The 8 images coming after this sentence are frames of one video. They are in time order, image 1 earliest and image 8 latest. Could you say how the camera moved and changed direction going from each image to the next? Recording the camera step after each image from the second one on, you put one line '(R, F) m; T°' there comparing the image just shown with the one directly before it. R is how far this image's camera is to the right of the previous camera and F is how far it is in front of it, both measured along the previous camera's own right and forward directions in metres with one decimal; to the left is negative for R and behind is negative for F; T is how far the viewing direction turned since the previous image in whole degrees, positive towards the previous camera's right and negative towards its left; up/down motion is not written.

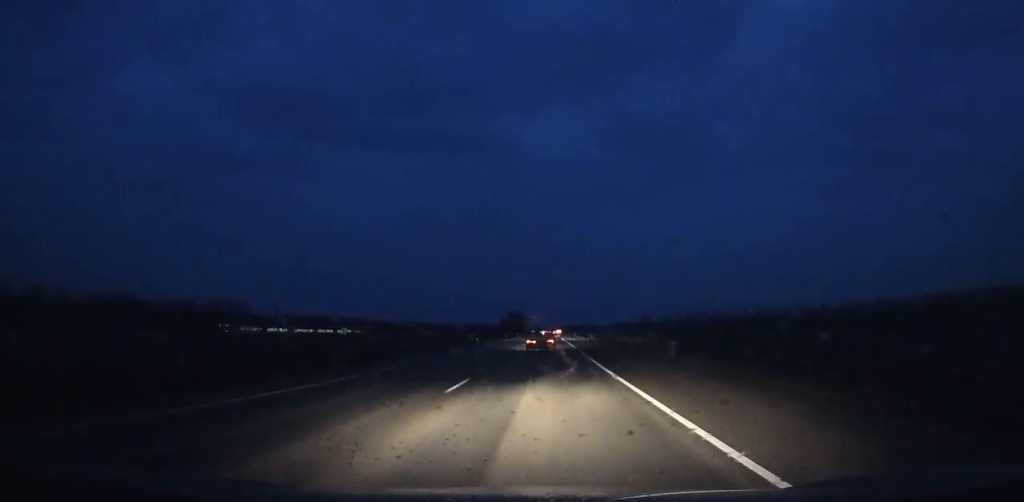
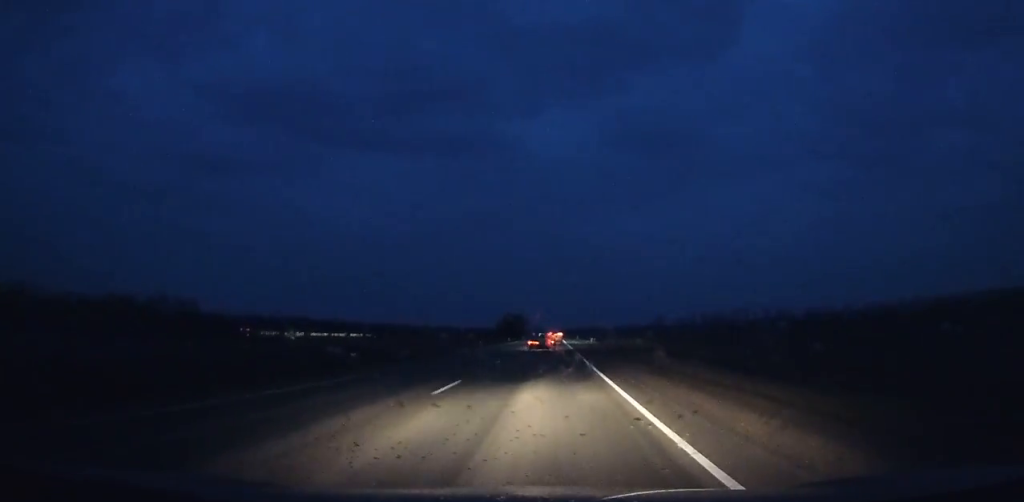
(-0.1, +48.7) m; 0°
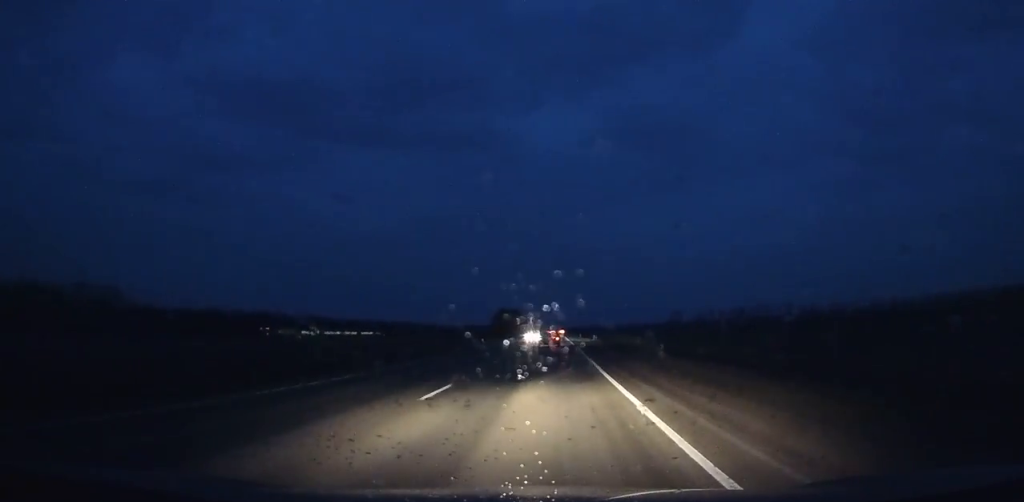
(-0.1, +51.6) m; 0°
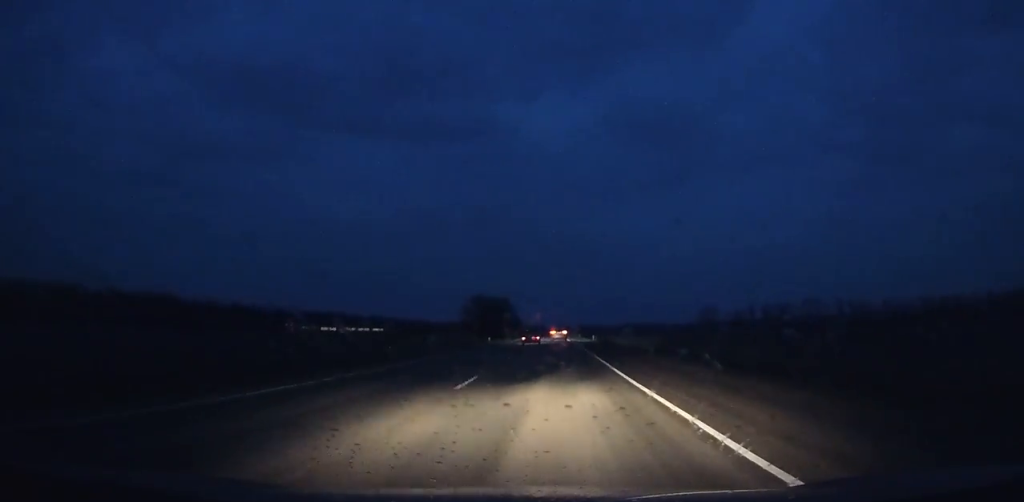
(-0.1, +95.5) m; 0°
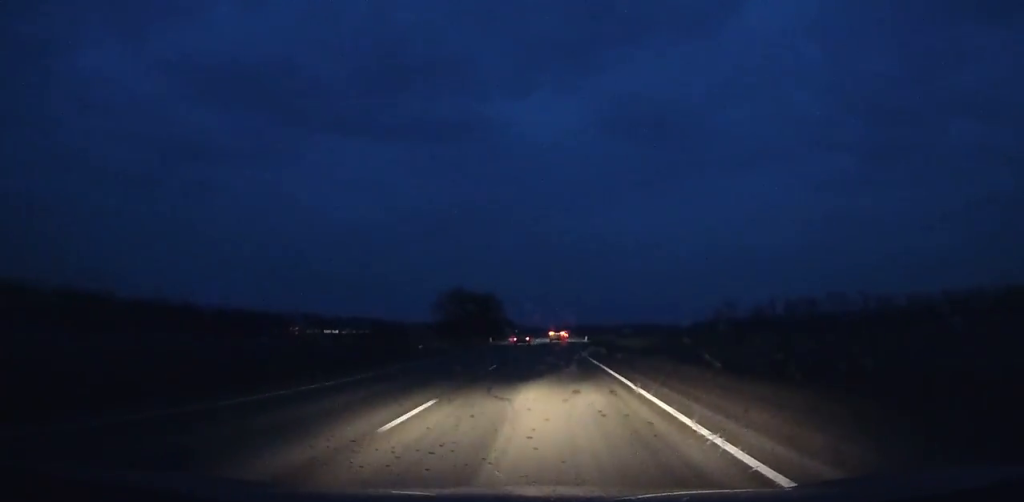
(+0.2, +40.9) m; 0°
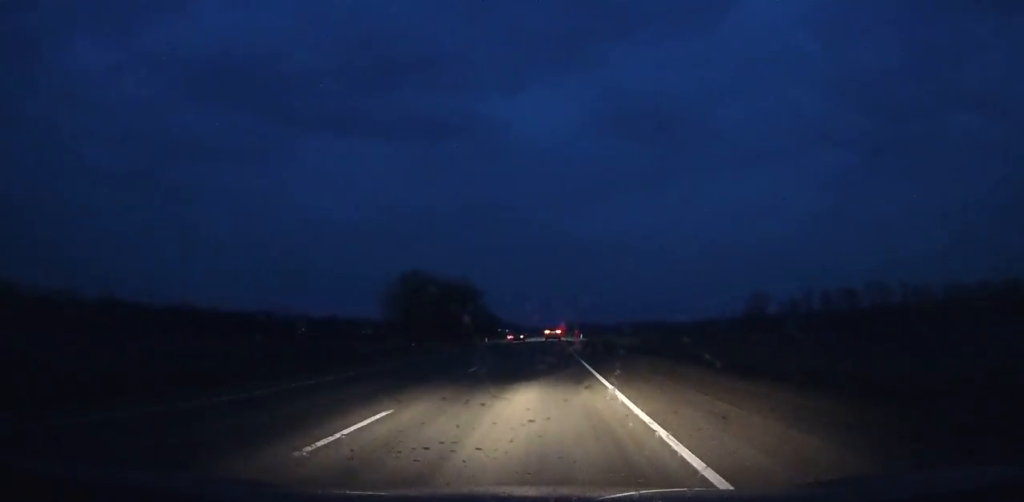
(-0.1, +49.3) m; 0°
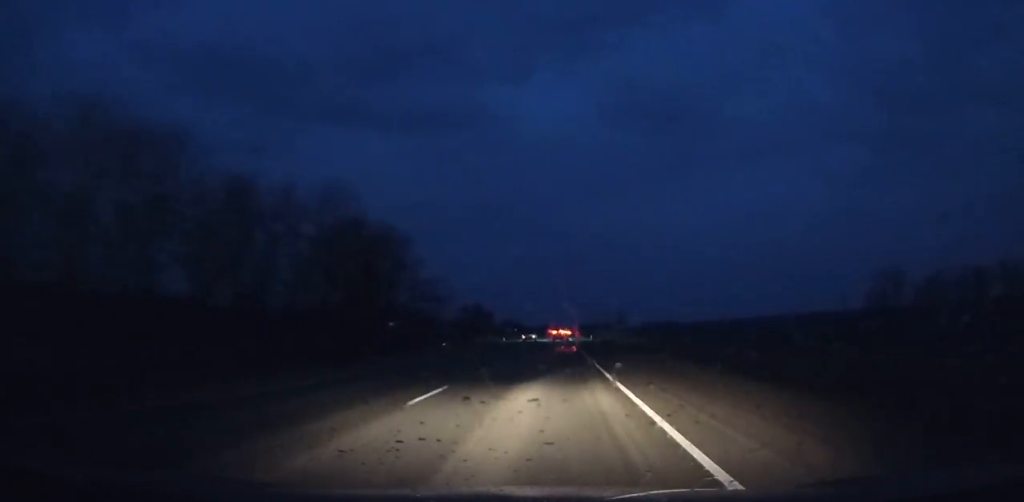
(-0.5, +94.0) m; 0°
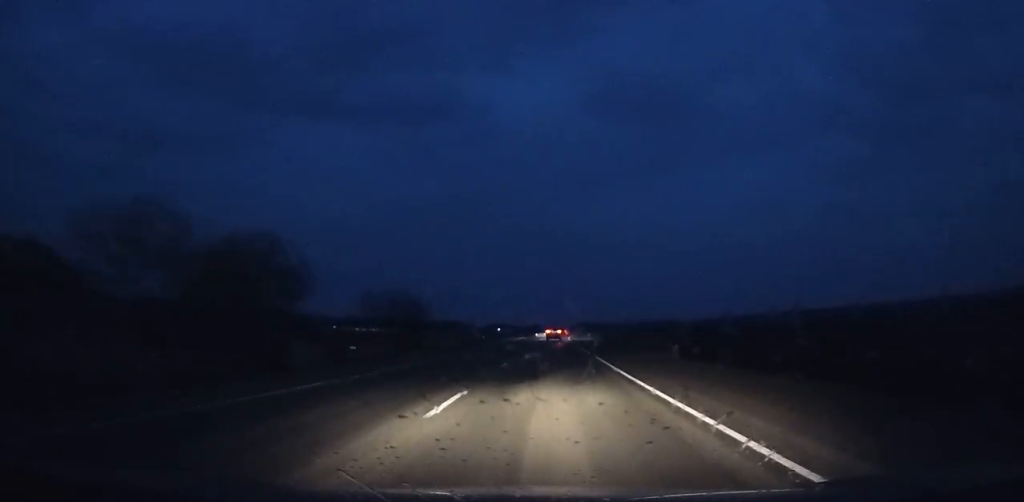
(+0.4, +121.6) m; +1°
